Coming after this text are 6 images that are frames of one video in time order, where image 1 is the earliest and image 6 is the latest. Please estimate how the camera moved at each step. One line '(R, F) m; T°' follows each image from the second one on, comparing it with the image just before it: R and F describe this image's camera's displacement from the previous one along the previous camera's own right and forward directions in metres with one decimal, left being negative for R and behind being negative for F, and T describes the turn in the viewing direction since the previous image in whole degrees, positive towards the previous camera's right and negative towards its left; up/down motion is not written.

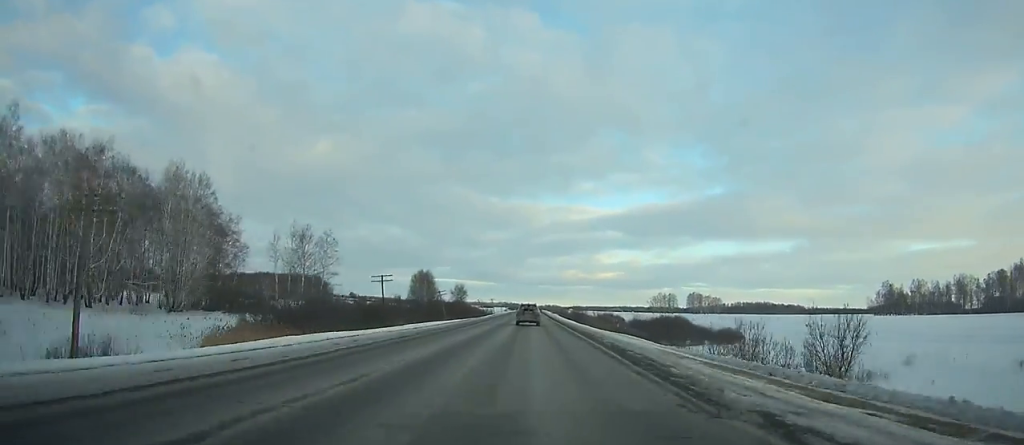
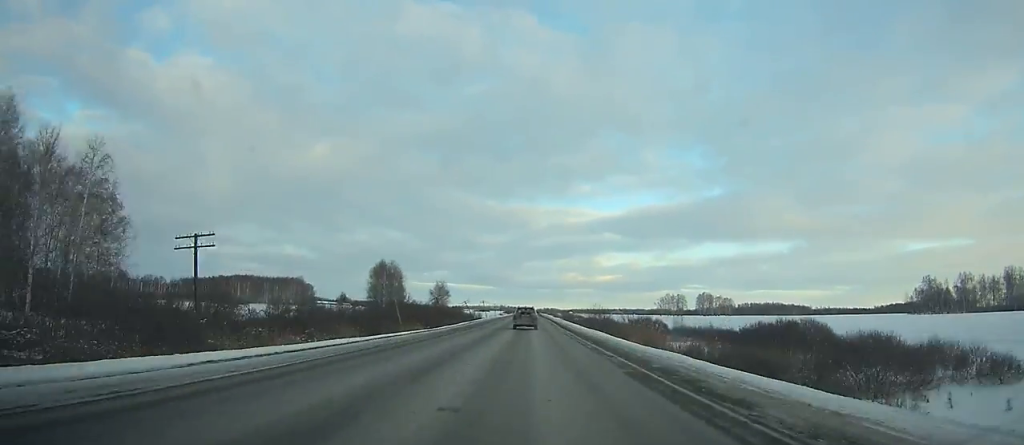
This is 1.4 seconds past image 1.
(+0.1, +38.9) m; 0°
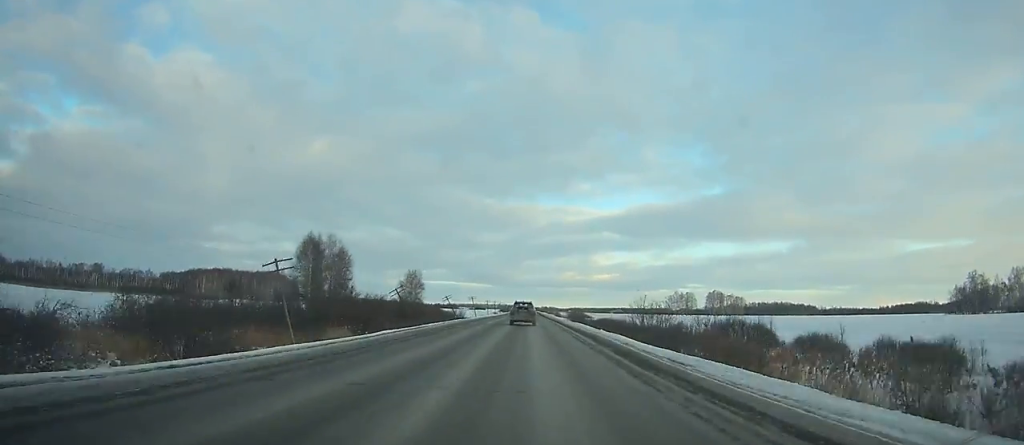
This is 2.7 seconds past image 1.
(0.0, +36.1) m; 0°
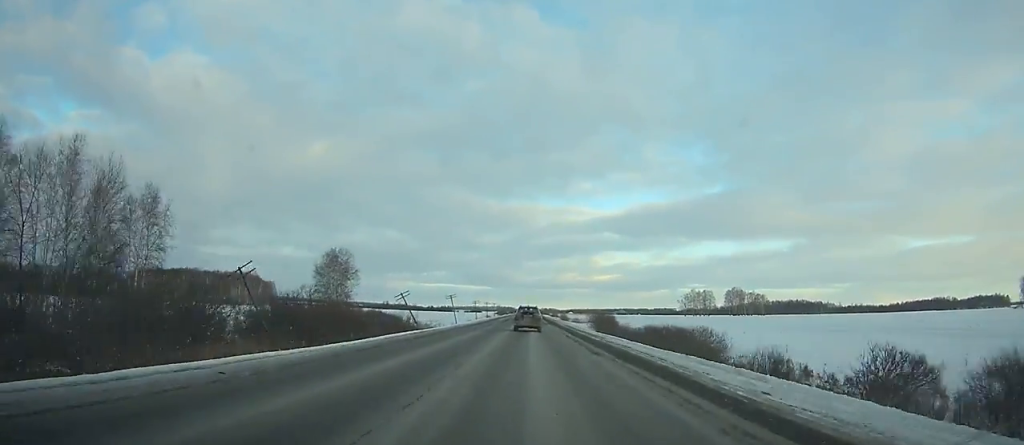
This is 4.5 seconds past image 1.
(+0.1, +49.8) m; 0°
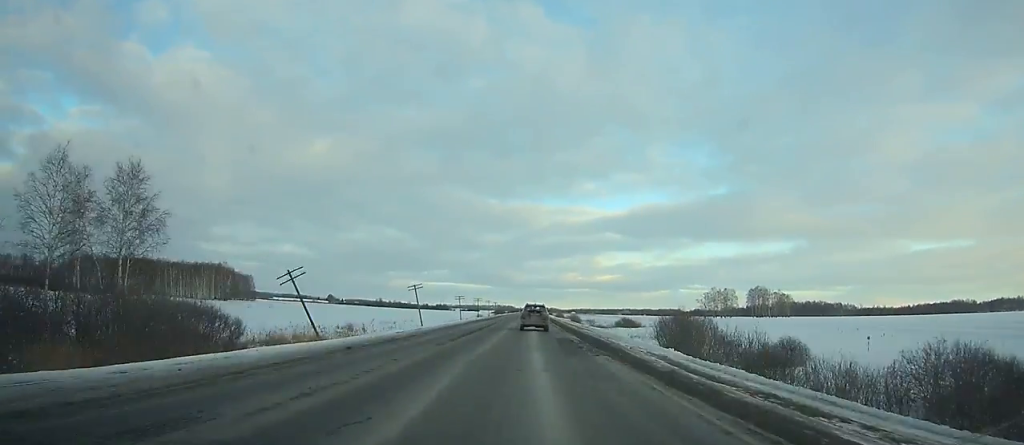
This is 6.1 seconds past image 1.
(0.0, +44.2) m; 0°
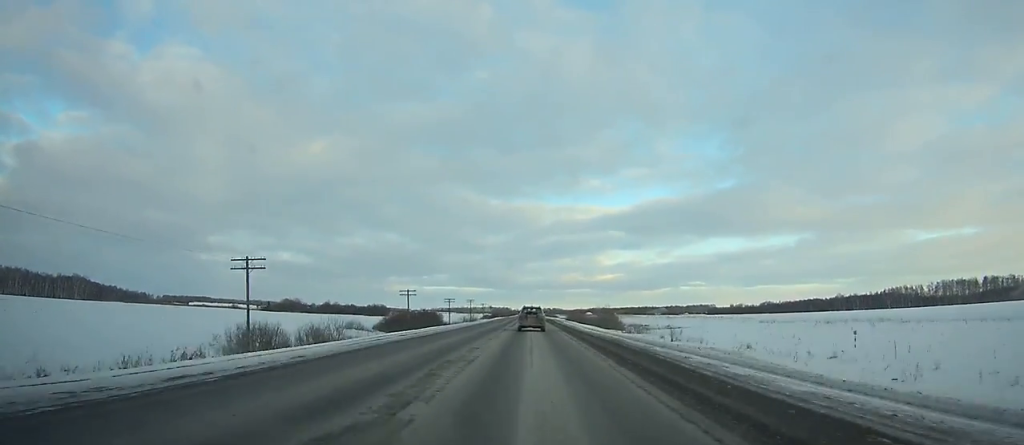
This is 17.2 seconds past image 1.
(+0.7, +306.4) m; 0°
